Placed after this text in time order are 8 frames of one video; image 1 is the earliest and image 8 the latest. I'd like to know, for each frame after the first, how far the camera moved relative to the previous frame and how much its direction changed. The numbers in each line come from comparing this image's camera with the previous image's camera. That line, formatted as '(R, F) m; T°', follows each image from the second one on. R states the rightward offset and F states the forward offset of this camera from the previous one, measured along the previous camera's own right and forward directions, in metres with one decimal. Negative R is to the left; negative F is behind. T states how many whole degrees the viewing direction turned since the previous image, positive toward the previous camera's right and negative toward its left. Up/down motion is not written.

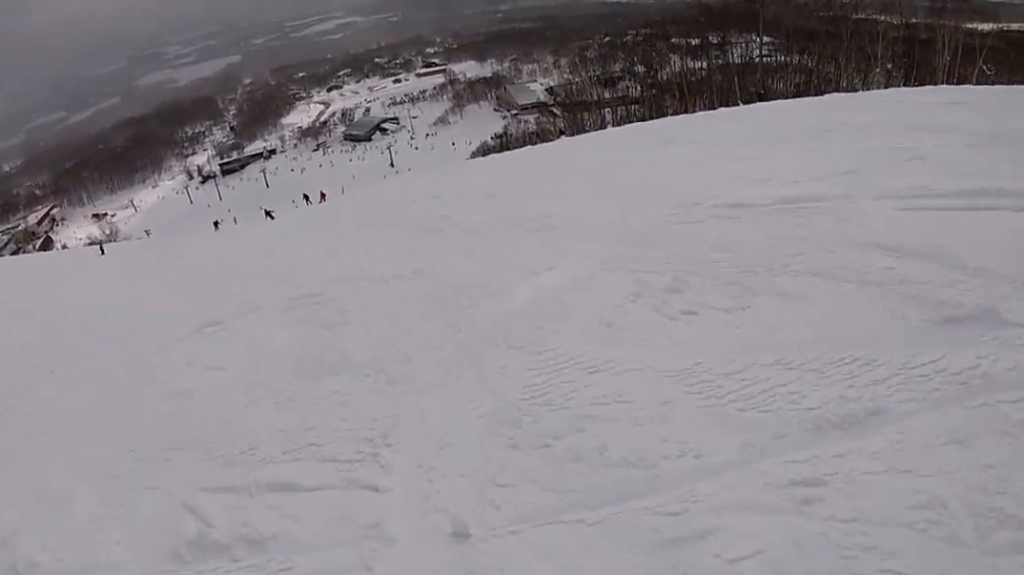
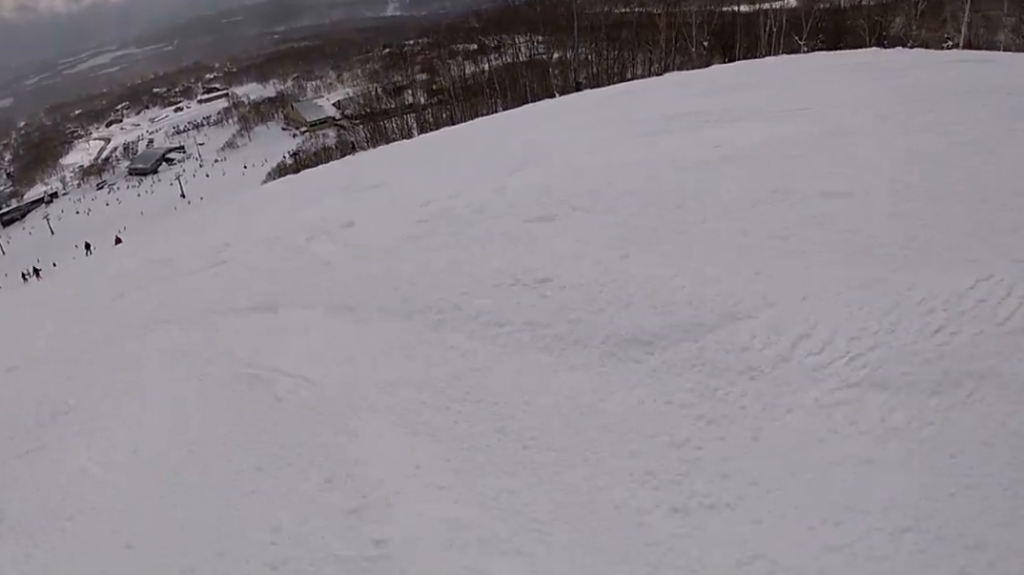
(+1.5, +6.8) m; +26°
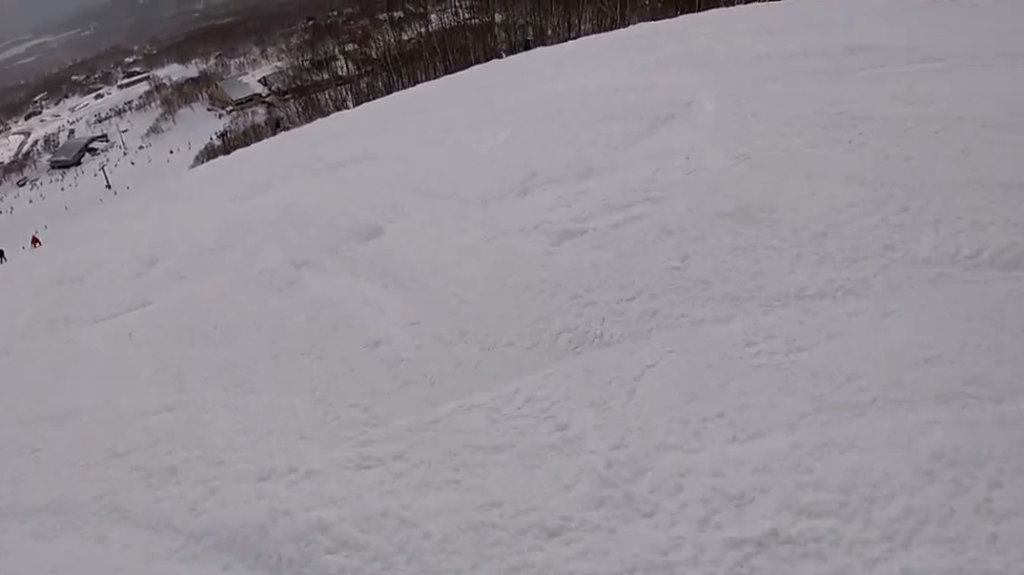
(+1.2, +3.8) m; +6°
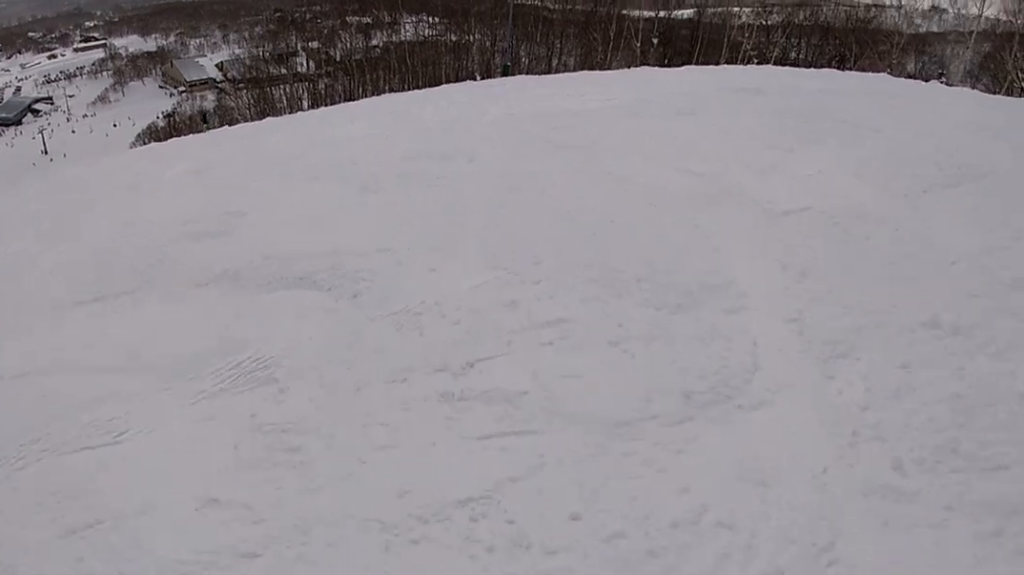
(-0.1, +5.2) m; +1°
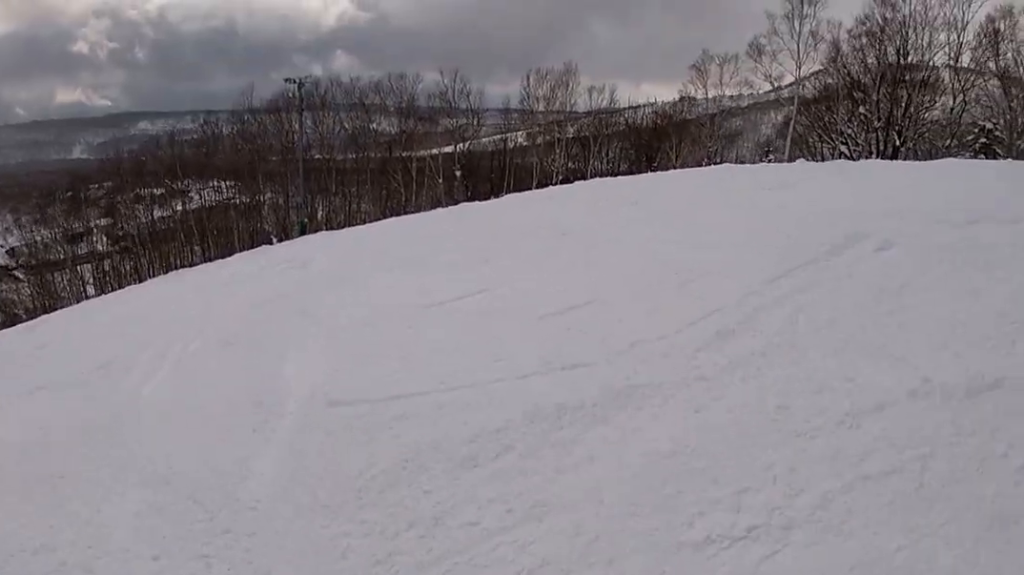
(0.0, +7.2) m; -18°
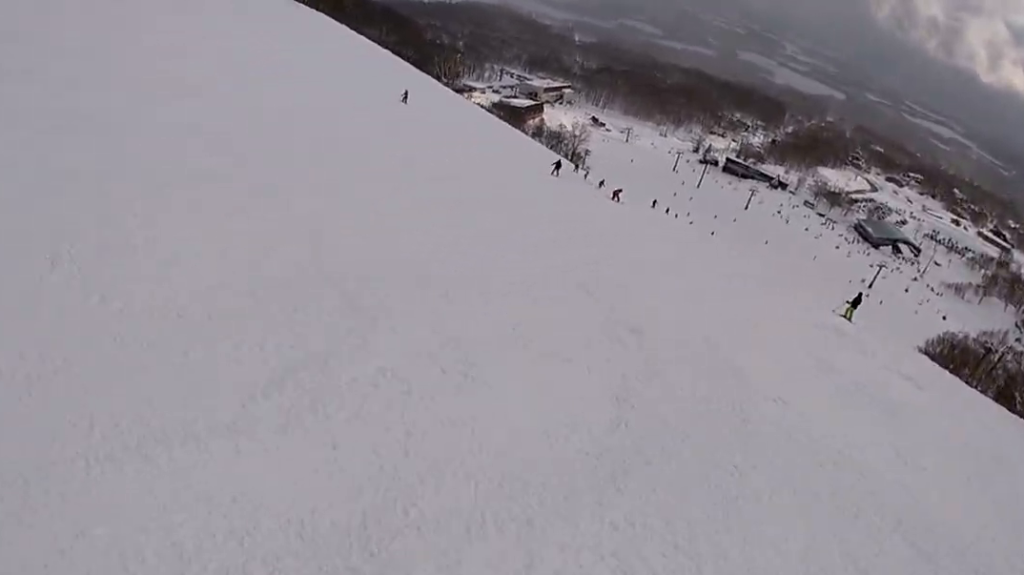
(-6.0, +7.8) m; -64°
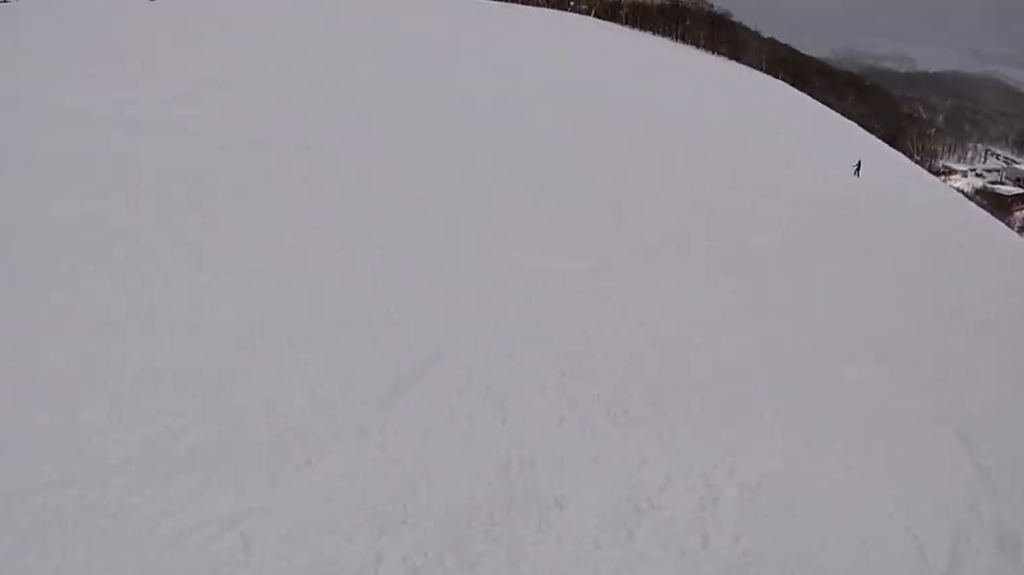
(-0.3, +2.6) m; -10°
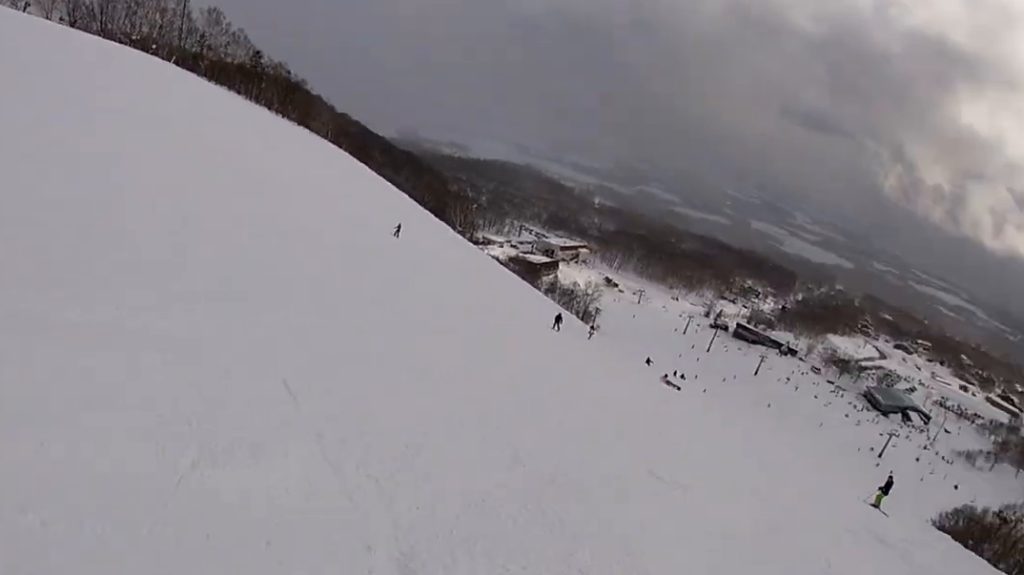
(-0.1, +2.2) m; -7°
